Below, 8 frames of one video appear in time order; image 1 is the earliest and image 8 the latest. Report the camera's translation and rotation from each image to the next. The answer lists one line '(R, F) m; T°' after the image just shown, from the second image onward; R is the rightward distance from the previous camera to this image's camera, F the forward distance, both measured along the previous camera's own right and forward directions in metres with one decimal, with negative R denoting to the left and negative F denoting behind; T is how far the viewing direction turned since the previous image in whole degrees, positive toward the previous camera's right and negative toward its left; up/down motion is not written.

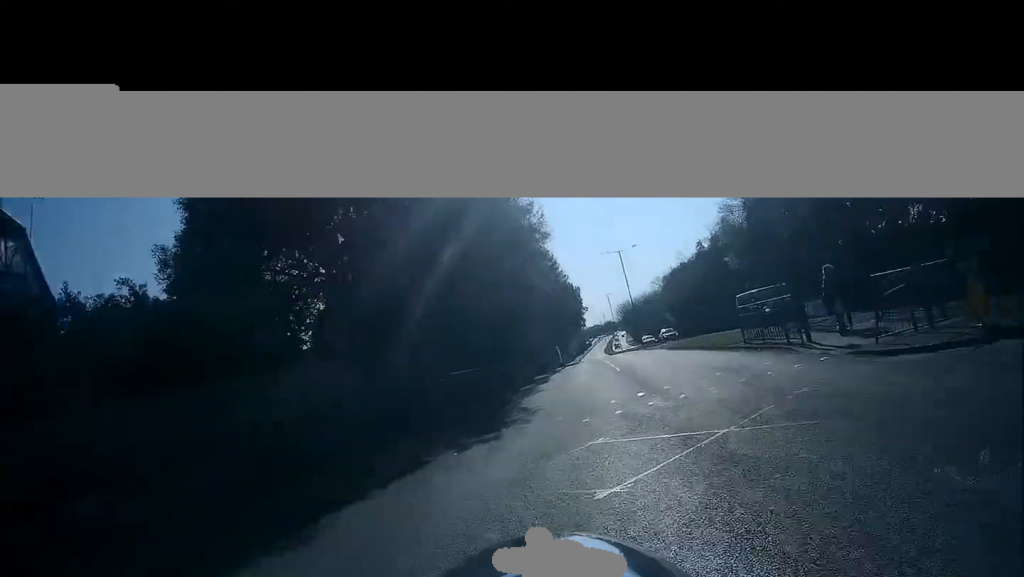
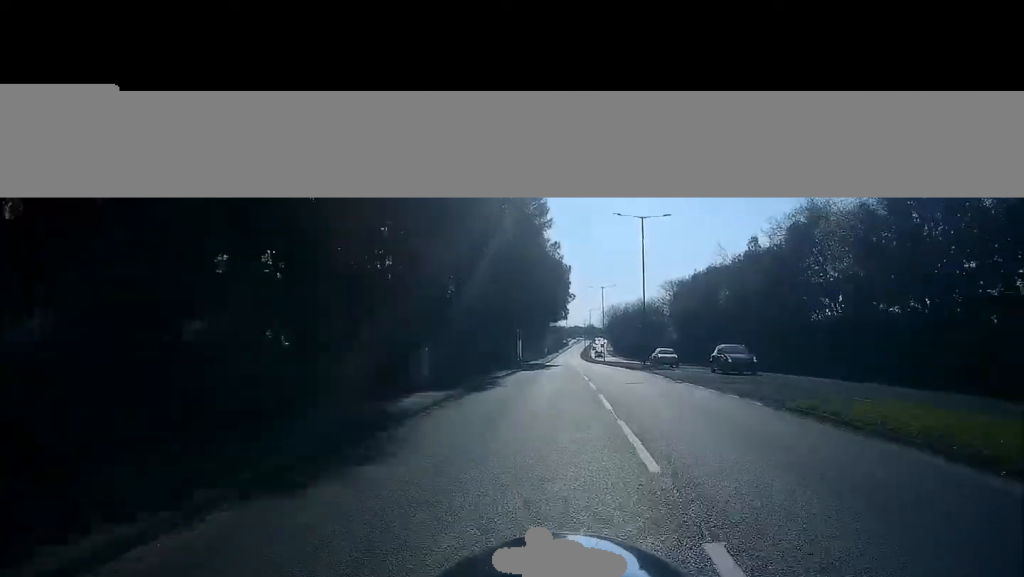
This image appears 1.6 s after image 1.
(+0.5, +20.5) m; +2°
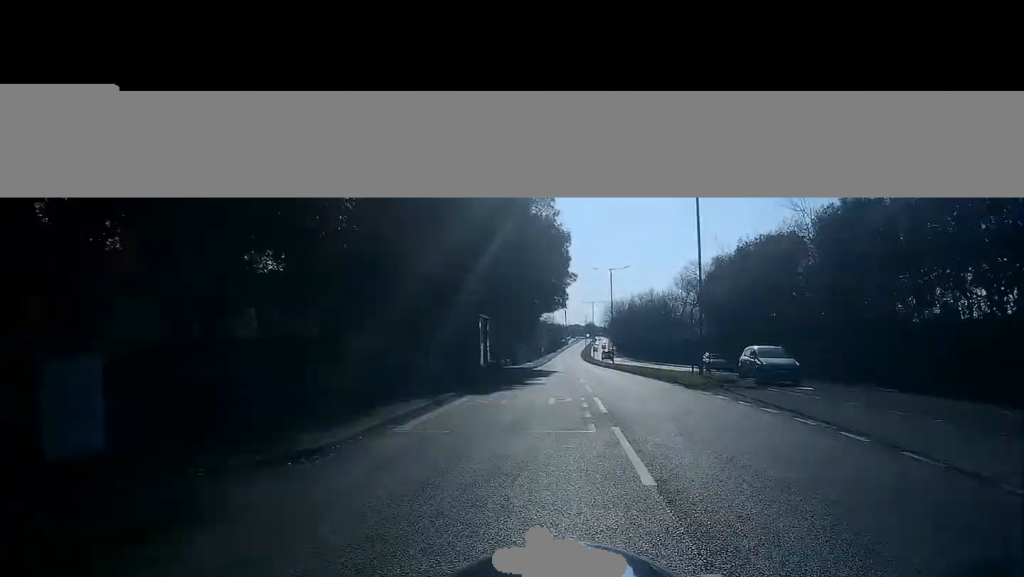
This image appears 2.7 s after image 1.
(-0.1, +17.7) m; 0°
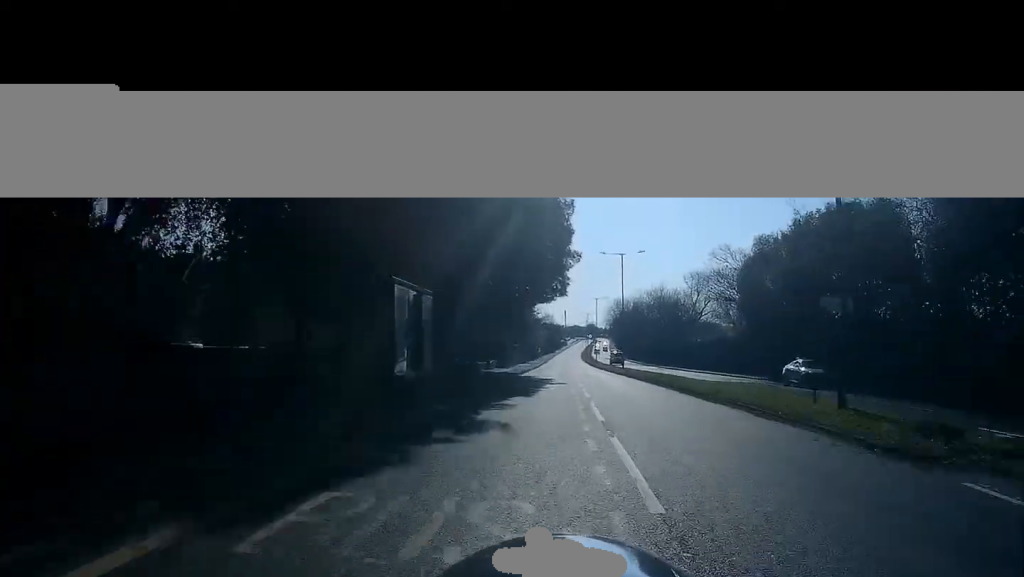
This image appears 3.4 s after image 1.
(0.0, +12.3) m; 0°
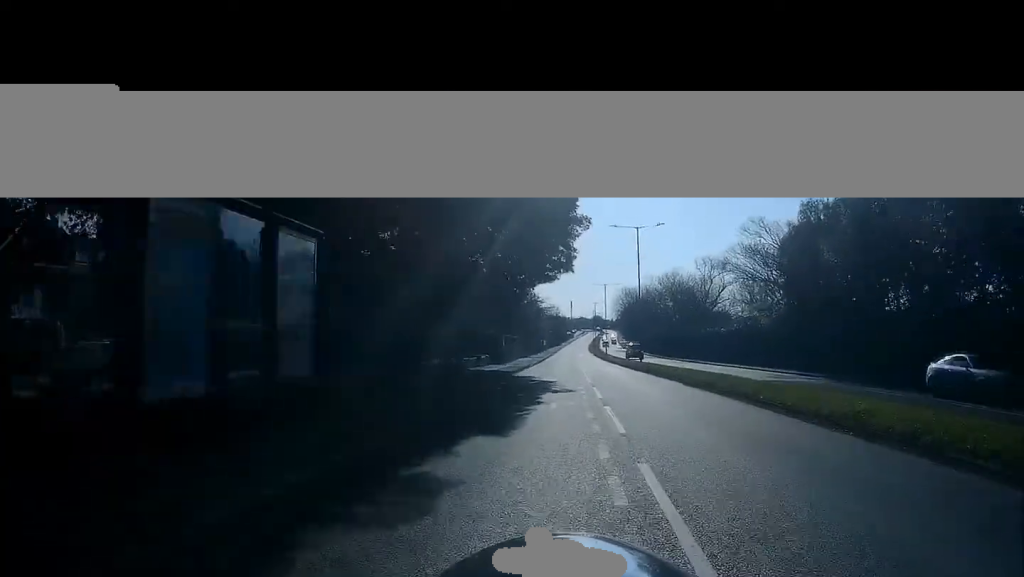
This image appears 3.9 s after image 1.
(0.0, +8.2) m; 0°
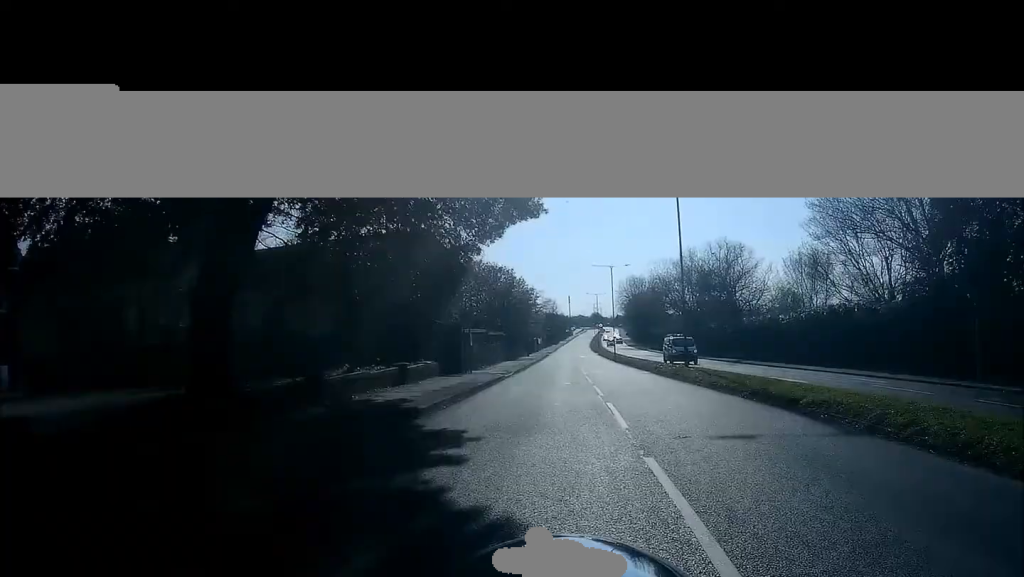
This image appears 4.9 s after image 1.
(-0.1, +17.5) m; -1°
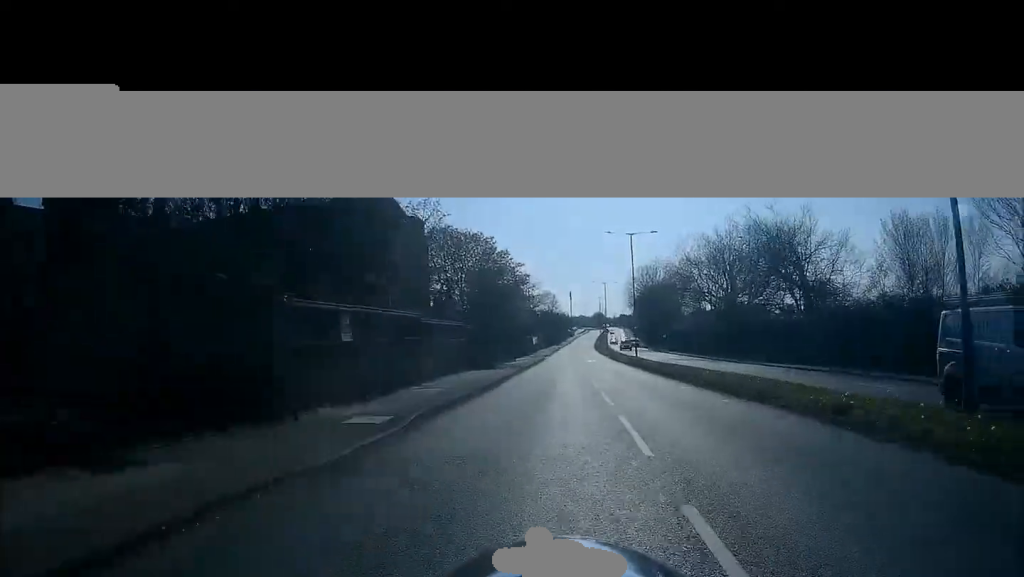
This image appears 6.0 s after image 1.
(-0.2, +20.7) m; 0°
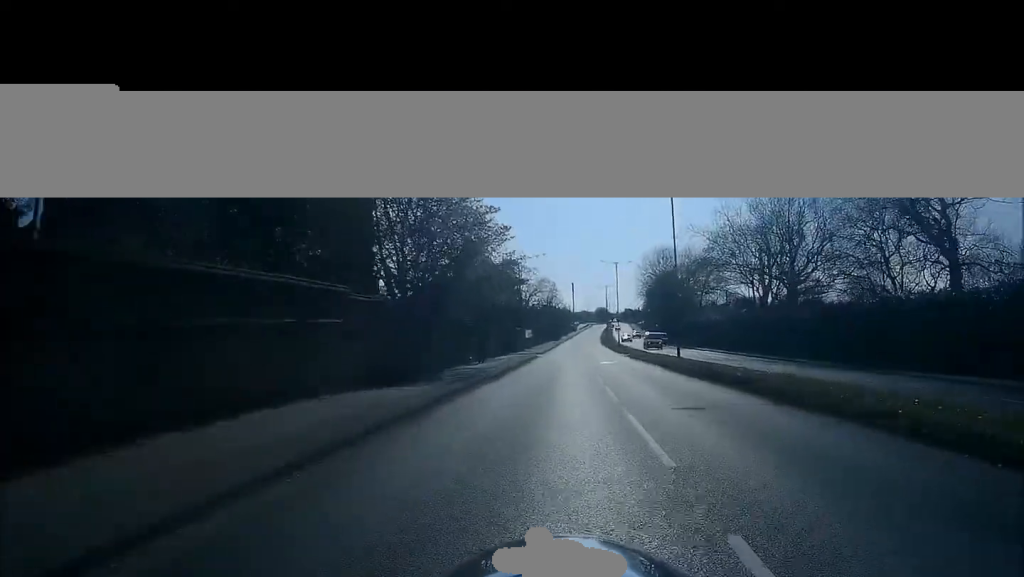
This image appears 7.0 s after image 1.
(0.0, +19.2) m; 0°
